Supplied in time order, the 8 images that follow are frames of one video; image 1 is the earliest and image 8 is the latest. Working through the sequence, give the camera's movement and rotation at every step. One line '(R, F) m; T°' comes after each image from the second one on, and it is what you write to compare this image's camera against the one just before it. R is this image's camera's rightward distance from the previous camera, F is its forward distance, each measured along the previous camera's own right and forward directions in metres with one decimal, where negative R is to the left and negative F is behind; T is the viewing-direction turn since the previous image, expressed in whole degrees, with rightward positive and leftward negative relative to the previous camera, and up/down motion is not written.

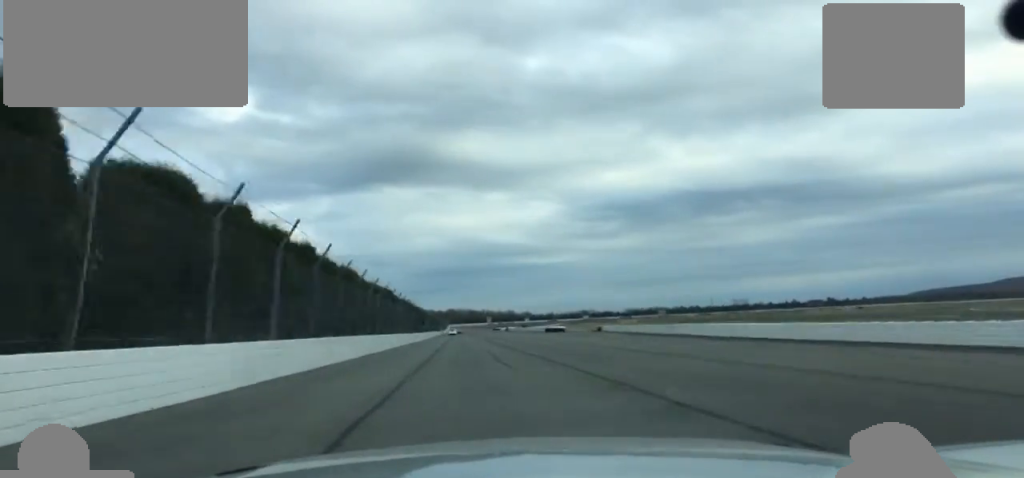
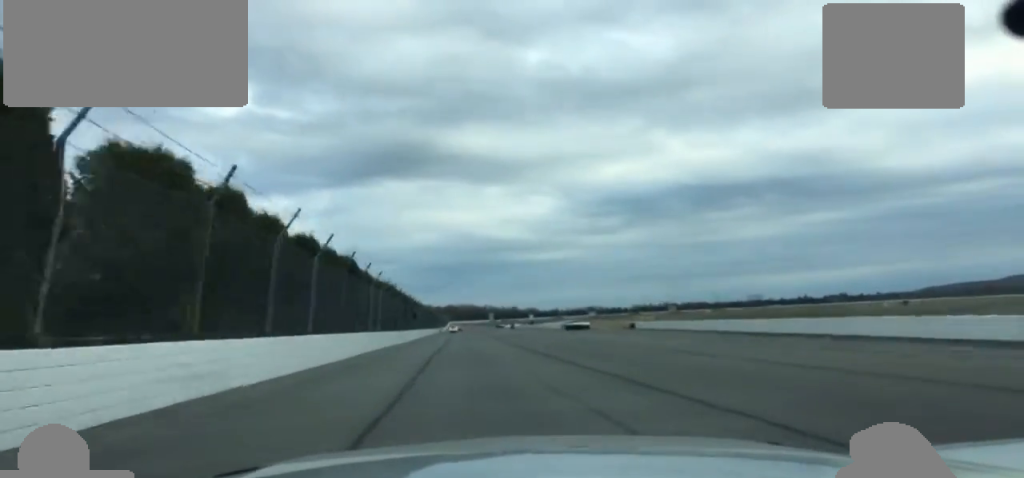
(-0.3, +31.5) m; 0°
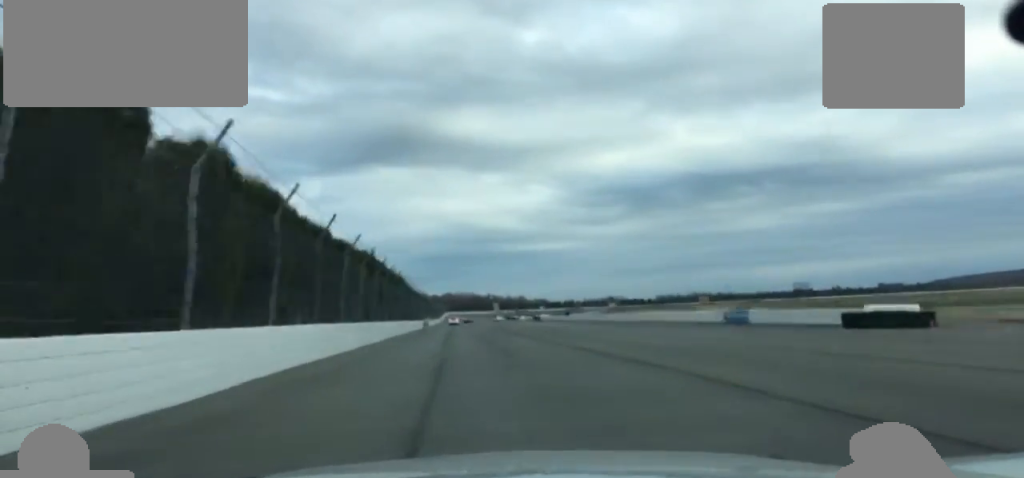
(-0.1, +105.1) m; 0°
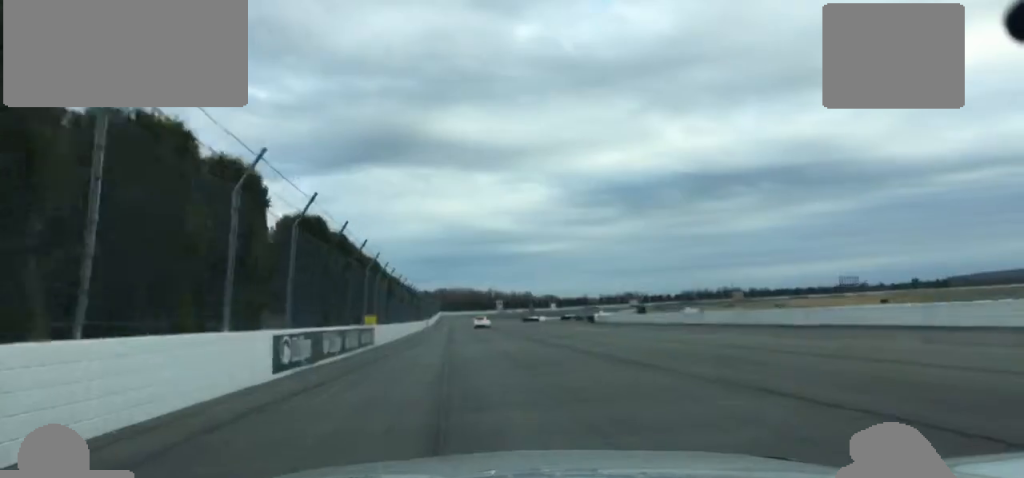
(+0.7, +90.1) m; +1°
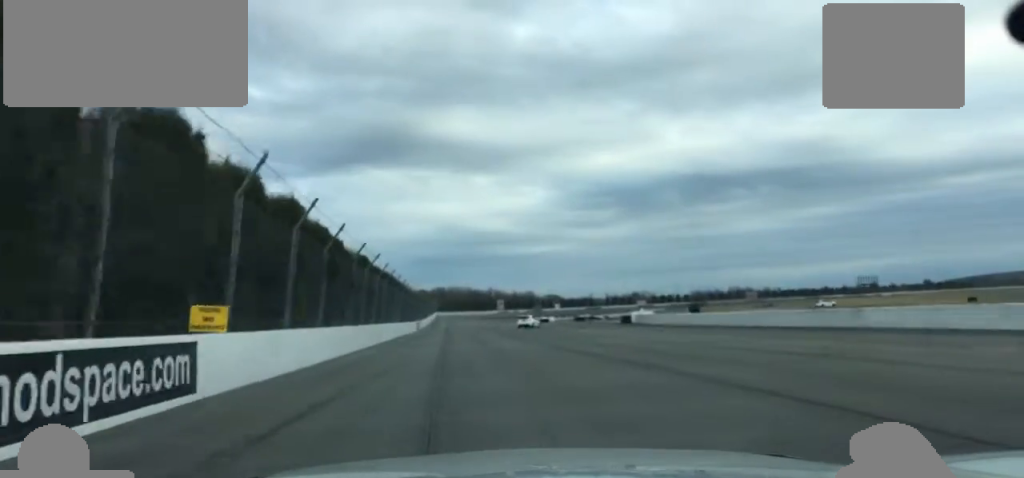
(+0.1, +29.1) m; 0°
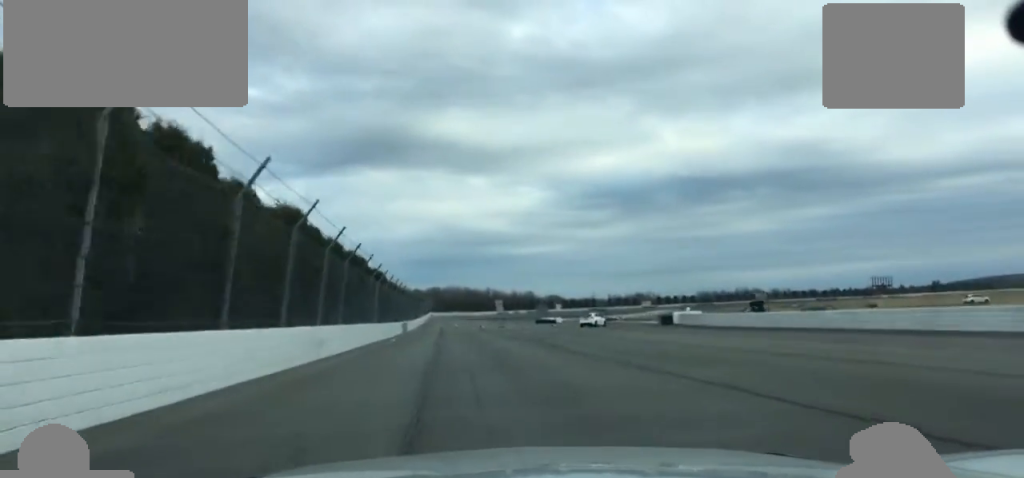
(-0.1, +23.9) m; 0°
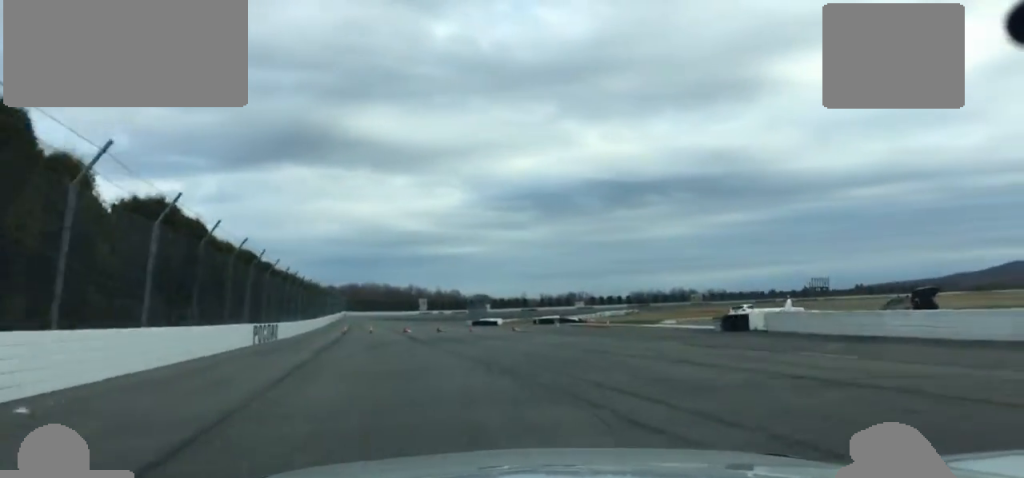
(+0.7, +37.6) m; +6°
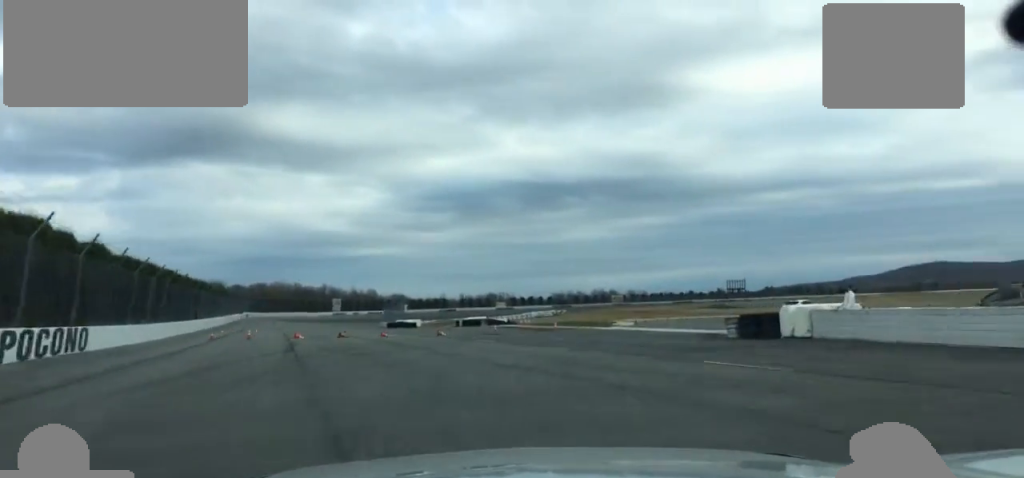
(+0.8, +16.1) m; +6°
